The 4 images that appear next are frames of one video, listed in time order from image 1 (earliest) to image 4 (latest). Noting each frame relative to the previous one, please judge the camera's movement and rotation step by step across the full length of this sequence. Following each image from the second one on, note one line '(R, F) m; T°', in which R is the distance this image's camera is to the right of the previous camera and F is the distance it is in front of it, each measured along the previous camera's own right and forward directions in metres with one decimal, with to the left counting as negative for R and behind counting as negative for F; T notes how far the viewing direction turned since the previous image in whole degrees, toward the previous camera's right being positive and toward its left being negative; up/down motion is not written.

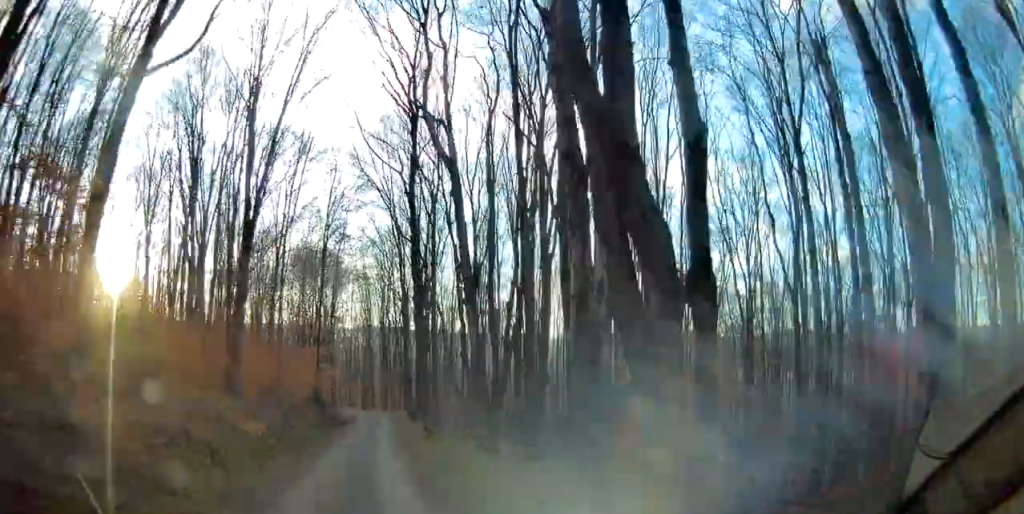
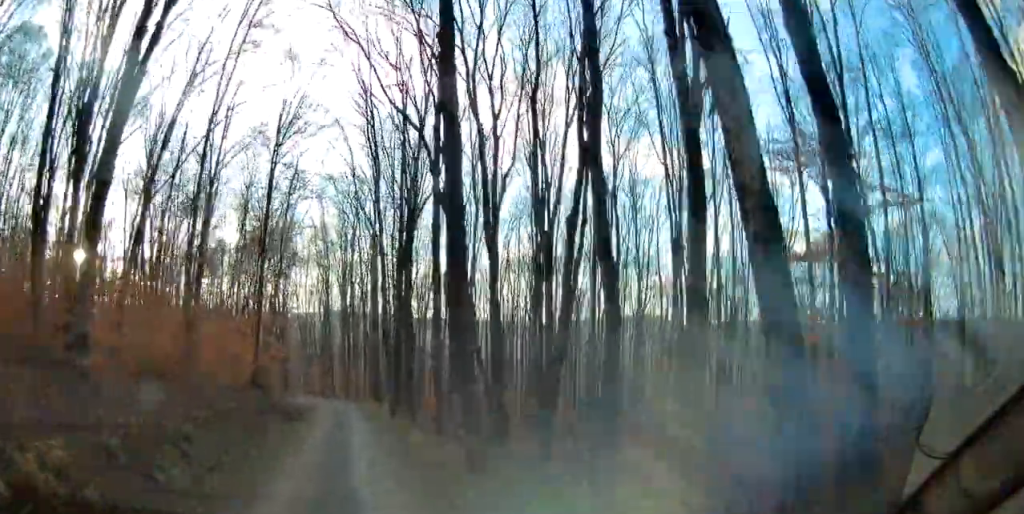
(+0.1, +16.1) m; 0°
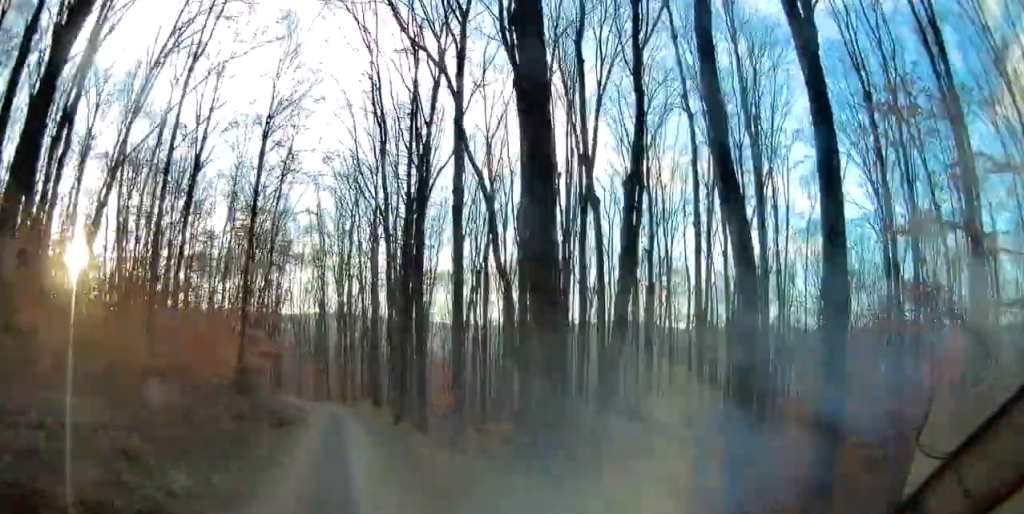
(-0.2, +5.4) m; 0°
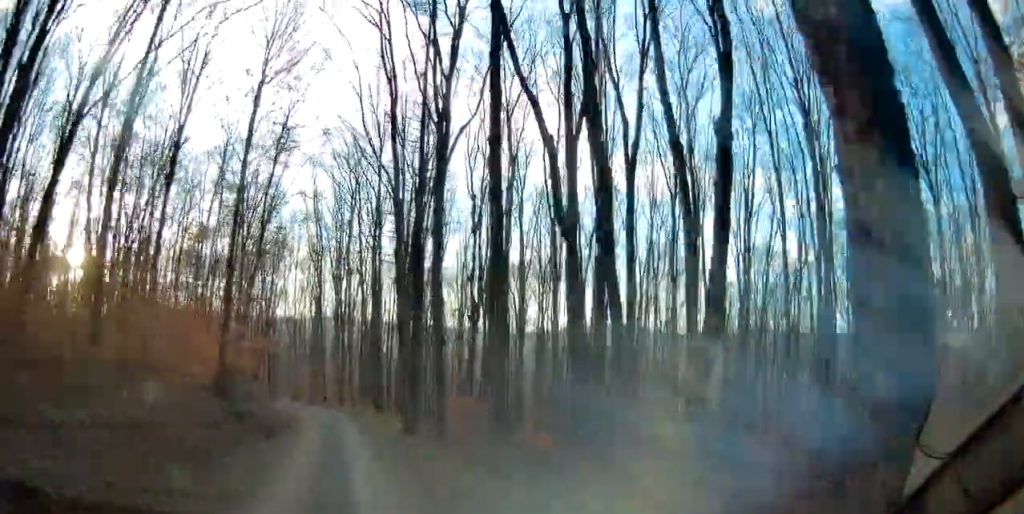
(+0.1, +5.0) m; +2°
